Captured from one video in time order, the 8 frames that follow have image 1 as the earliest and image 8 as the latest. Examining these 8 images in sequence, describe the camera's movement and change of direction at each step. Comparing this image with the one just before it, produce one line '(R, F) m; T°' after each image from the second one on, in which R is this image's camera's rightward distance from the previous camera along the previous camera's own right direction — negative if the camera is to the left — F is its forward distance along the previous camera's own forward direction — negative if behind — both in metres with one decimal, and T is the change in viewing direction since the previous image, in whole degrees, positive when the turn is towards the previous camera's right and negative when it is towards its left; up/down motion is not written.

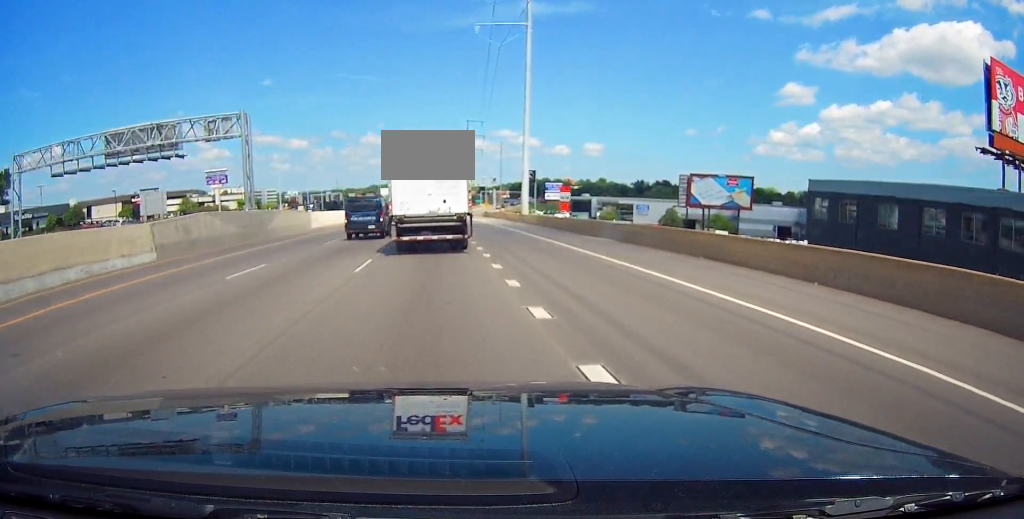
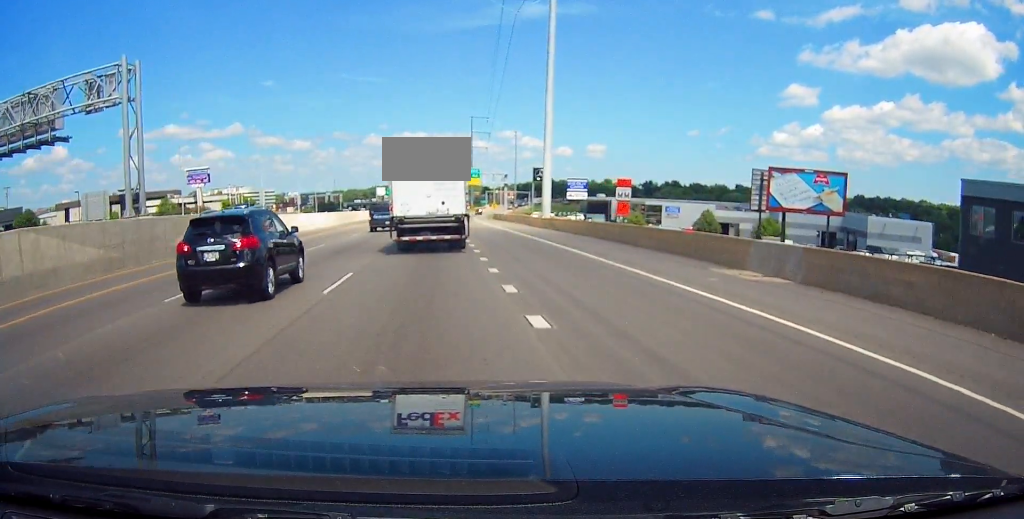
(+0.2, +18.6) m; -1°
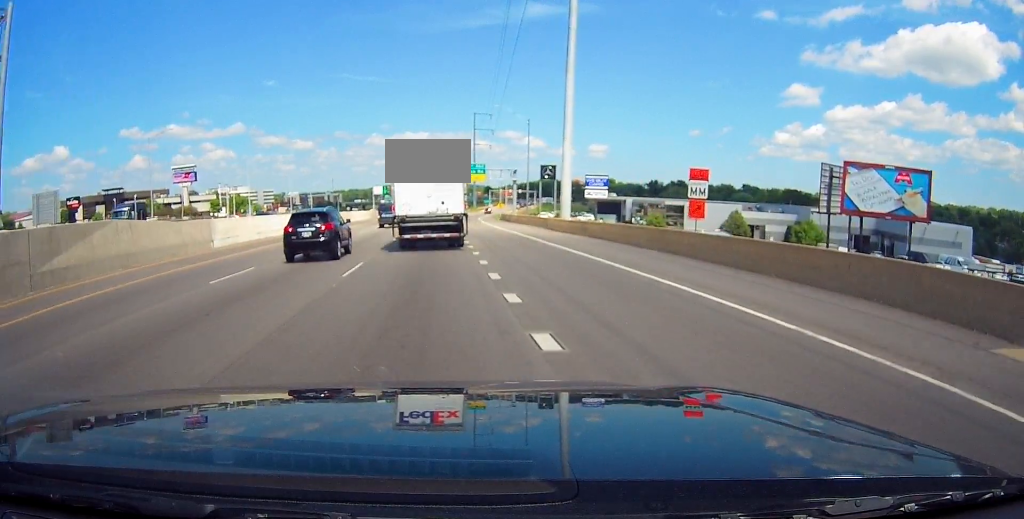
(-0.1, +12.1) m; +1°
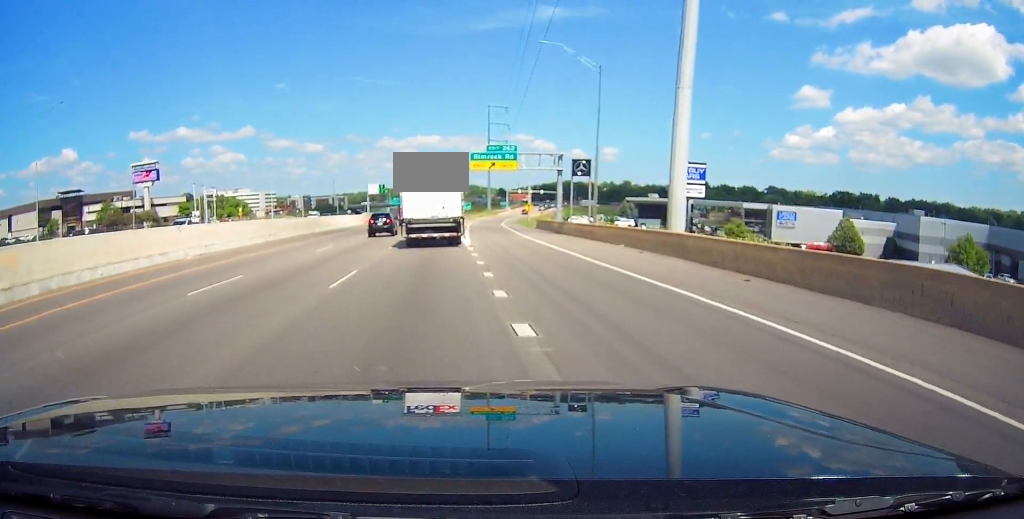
(-0.6, +31.9) m; -3°
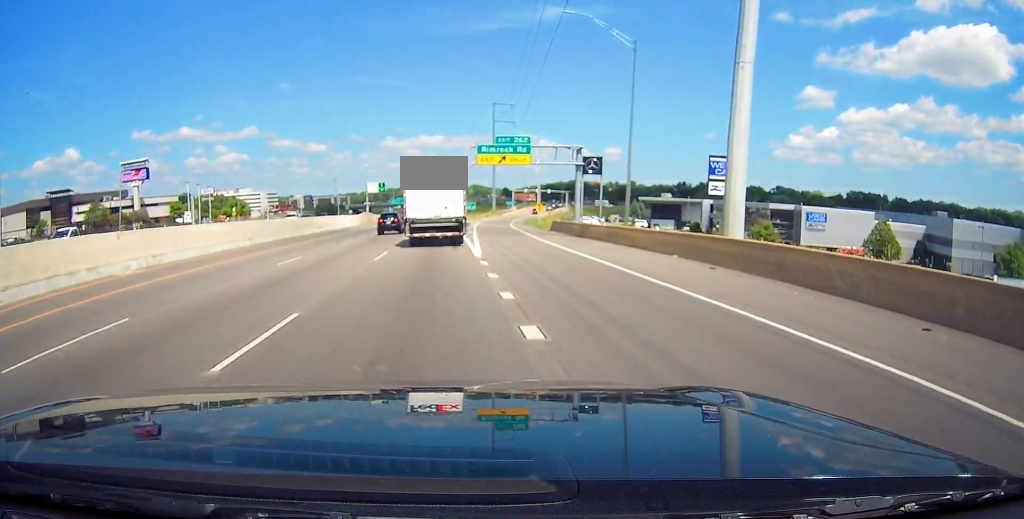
(0.0, +7.6) m; 0°
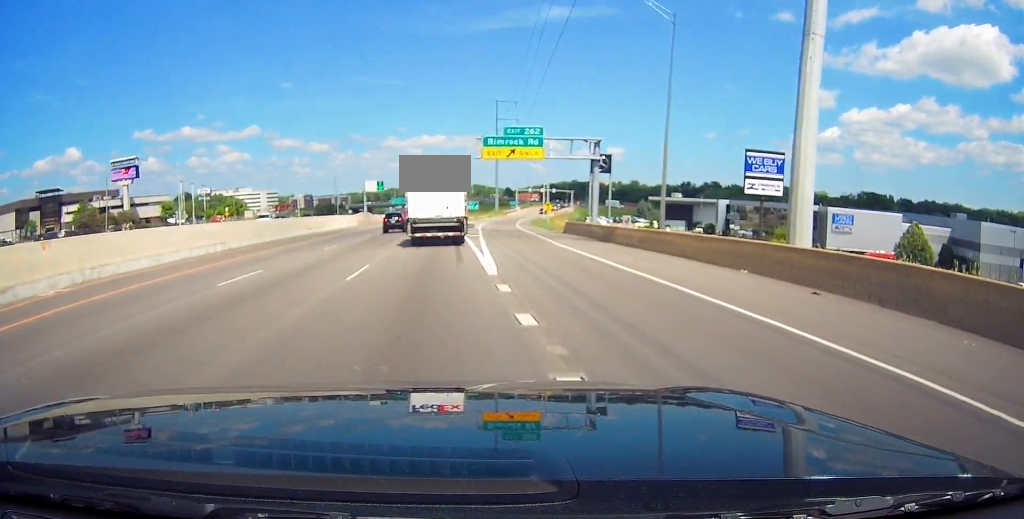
(0.0, +6.2) m; 0°
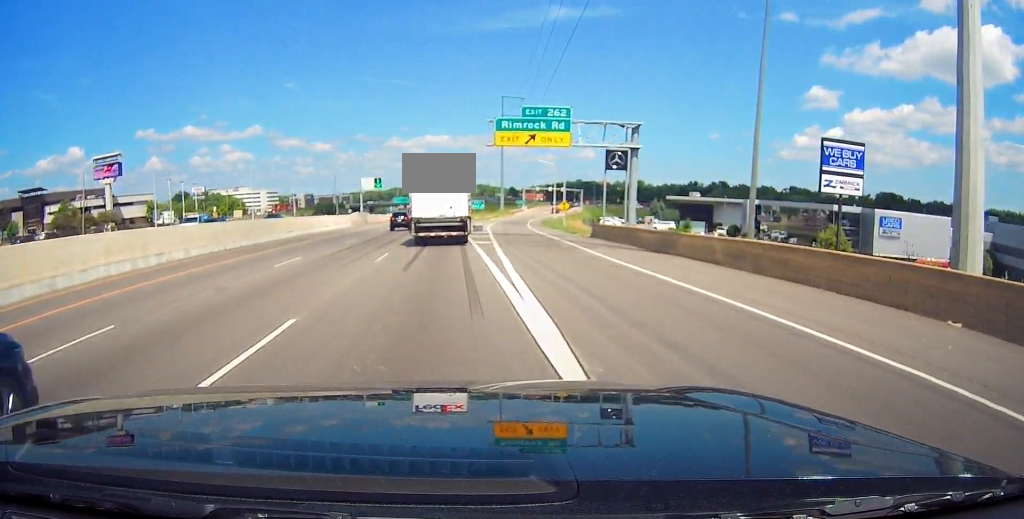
(0.0, +9.7) m; +1°
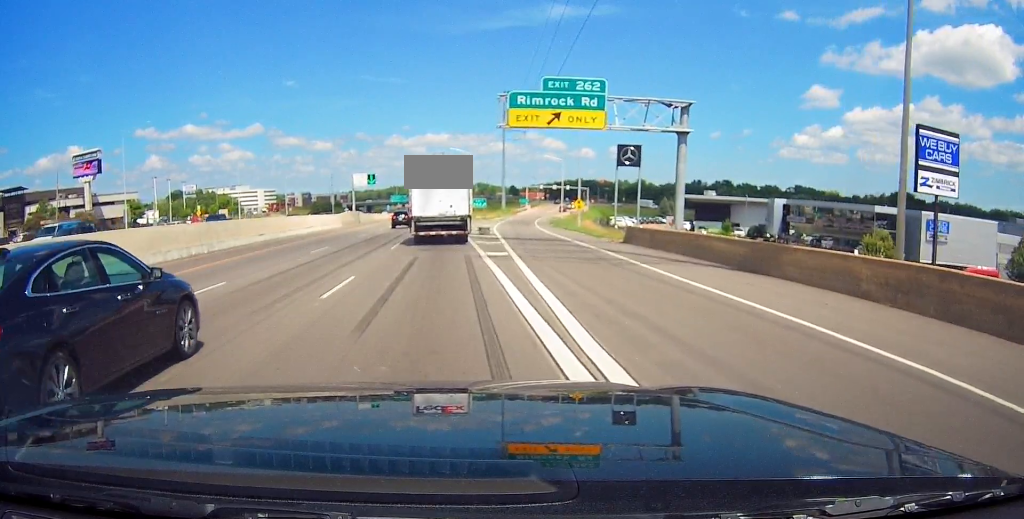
(-0.1, +8.8) m; +1°
